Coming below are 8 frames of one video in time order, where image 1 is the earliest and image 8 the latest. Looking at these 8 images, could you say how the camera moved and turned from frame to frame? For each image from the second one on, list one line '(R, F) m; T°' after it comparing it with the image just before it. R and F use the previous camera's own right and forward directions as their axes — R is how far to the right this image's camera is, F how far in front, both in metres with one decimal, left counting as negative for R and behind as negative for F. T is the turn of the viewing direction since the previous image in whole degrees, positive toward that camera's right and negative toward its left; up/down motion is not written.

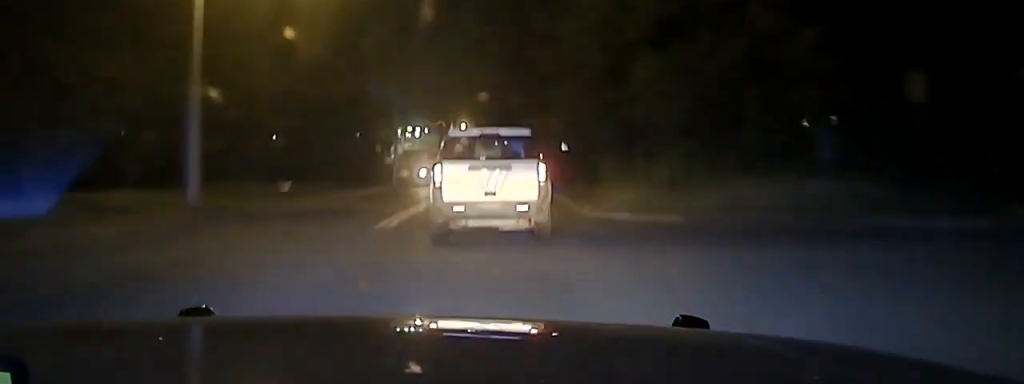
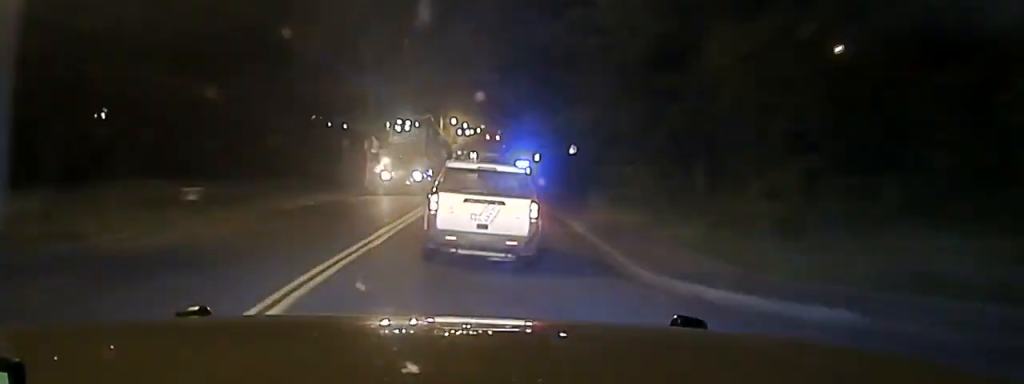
(0.0, +10.3) m; 0°
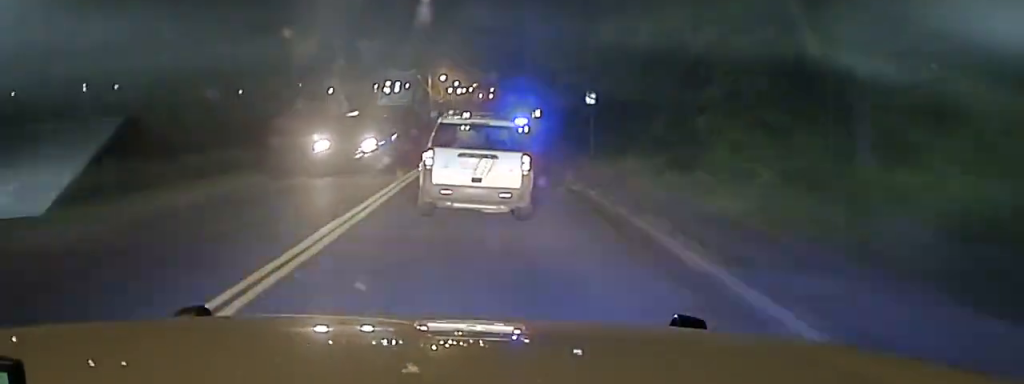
(-0.1, +11.2) m; 0°
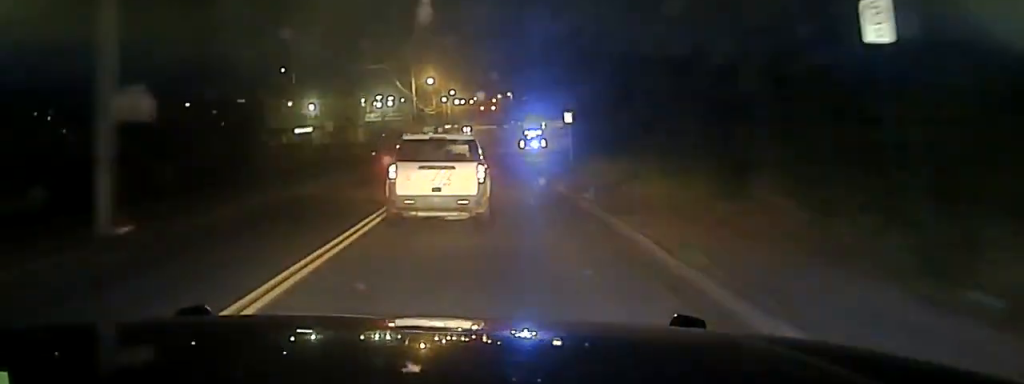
(0.0, +29.4) m; 0°
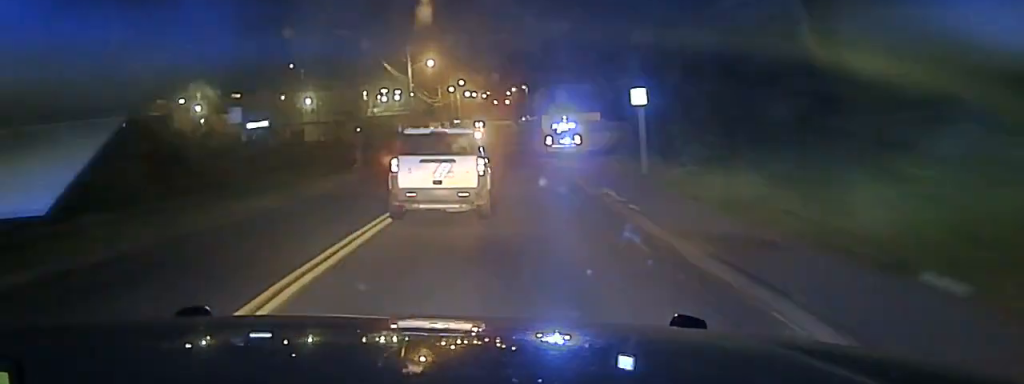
(+0.1, +20.5) m; 0°
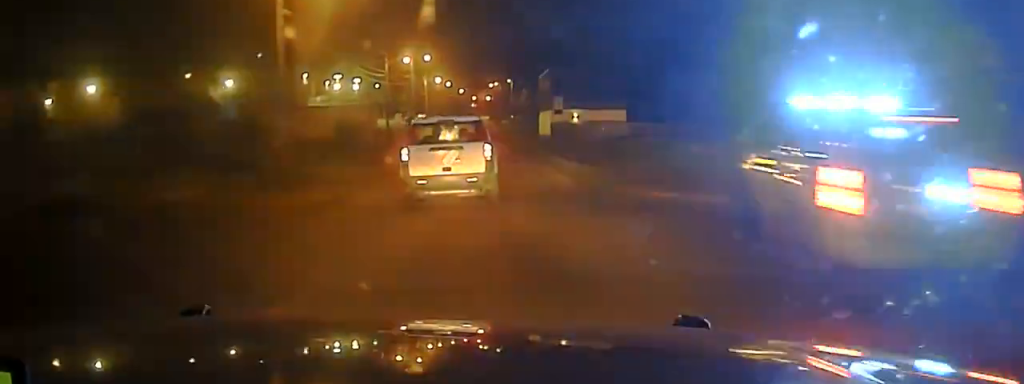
(+0.1, +46.7) m; +1°
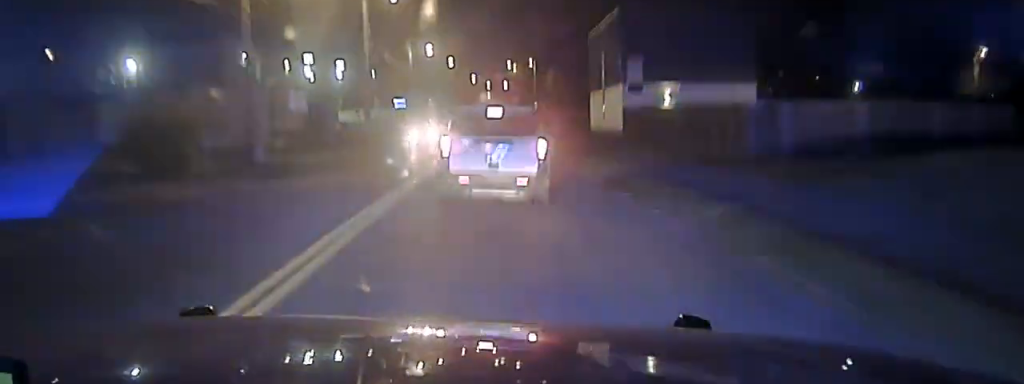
(0.0, +40.4) m; 0°
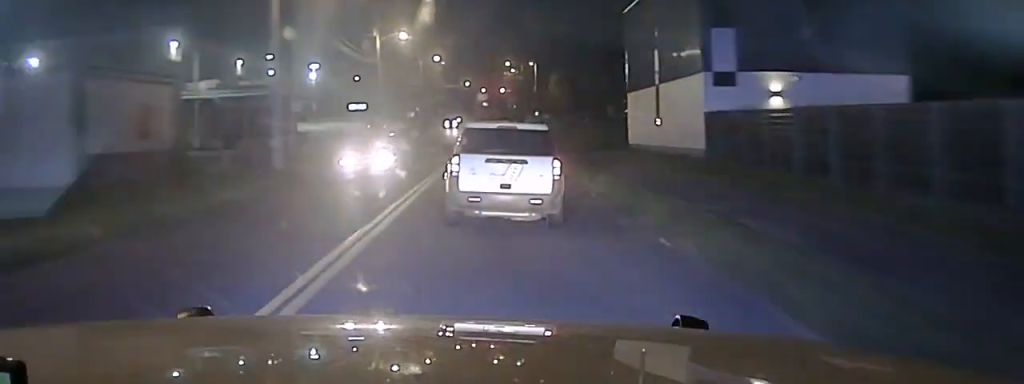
(0.0, +18.9) m; -1°
